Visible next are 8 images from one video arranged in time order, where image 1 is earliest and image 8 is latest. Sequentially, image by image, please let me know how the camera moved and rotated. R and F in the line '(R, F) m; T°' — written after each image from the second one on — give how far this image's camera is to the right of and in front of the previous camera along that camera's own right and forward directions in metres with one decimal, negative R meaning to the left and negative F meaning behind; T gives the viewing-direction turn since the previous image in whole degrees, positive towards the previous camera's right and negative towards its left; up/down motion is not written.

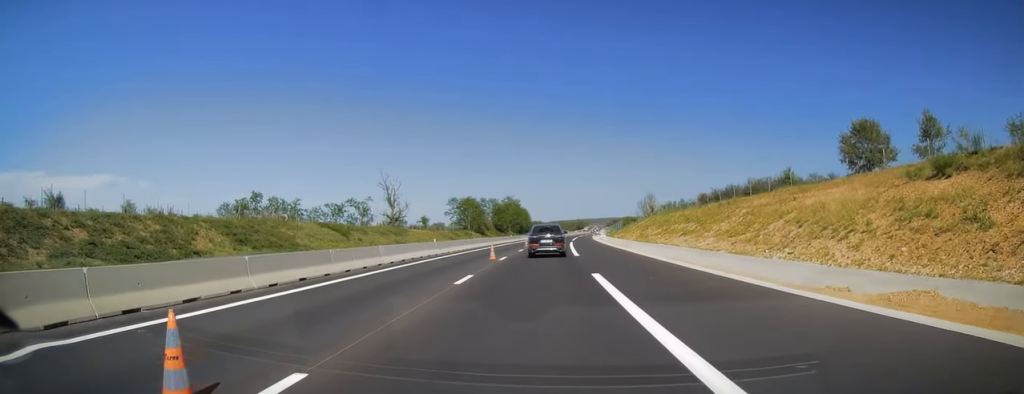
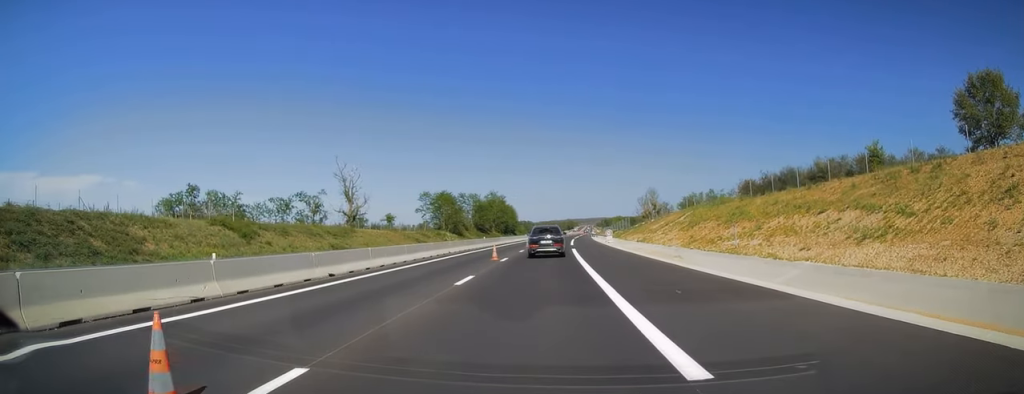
(+0.5, +25.3) m; +1°
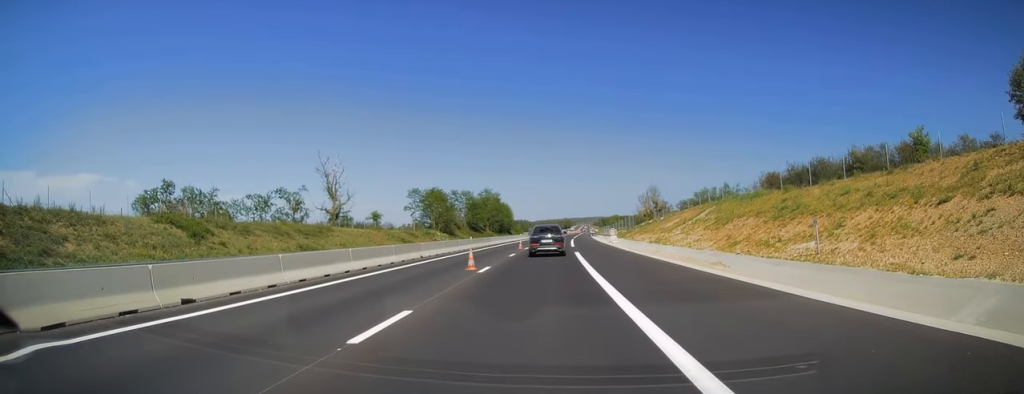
(-0.2, +8.4) m; 0°
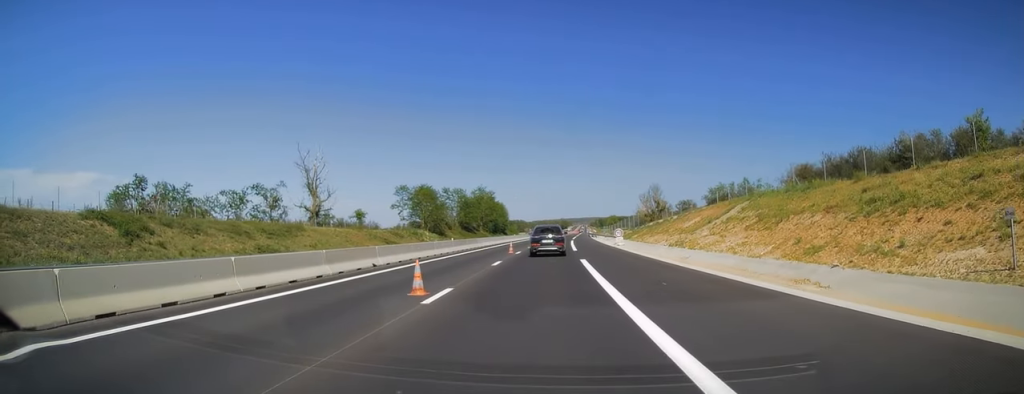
(+0.2, +8.7) m; 0°
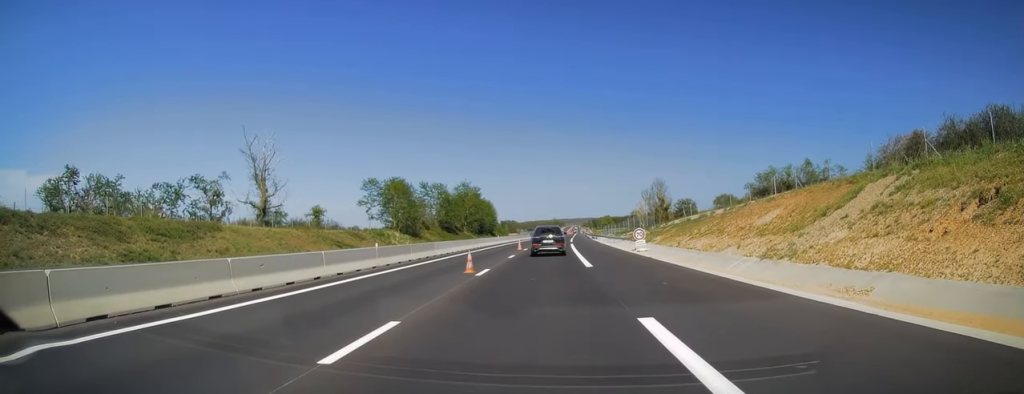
(+0.2, +18.3) m; +1°
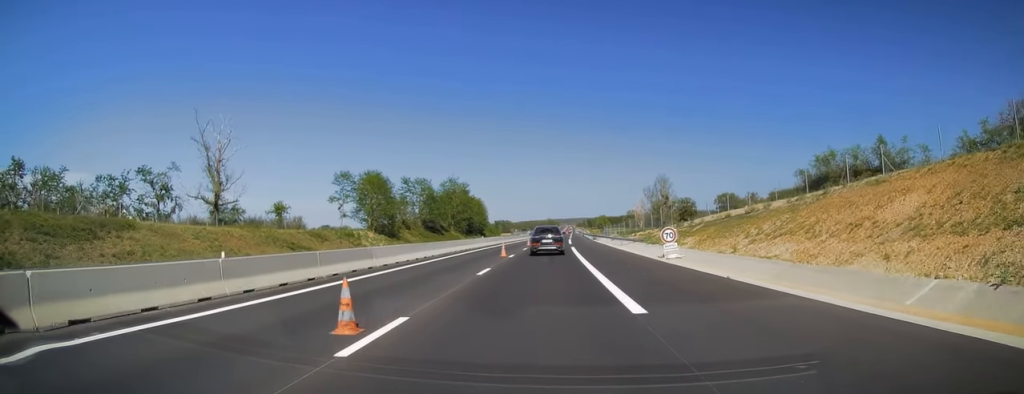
(0.0, +12.5) m; 0°
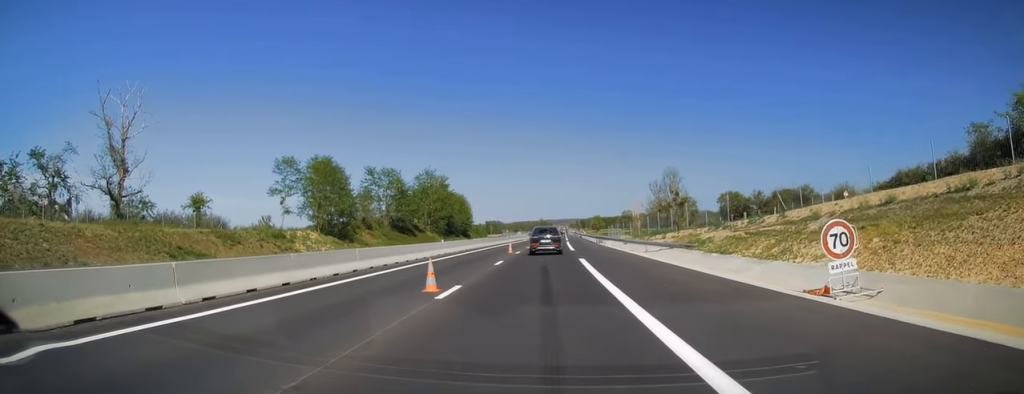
(+0.1, +20.0) m; +2°
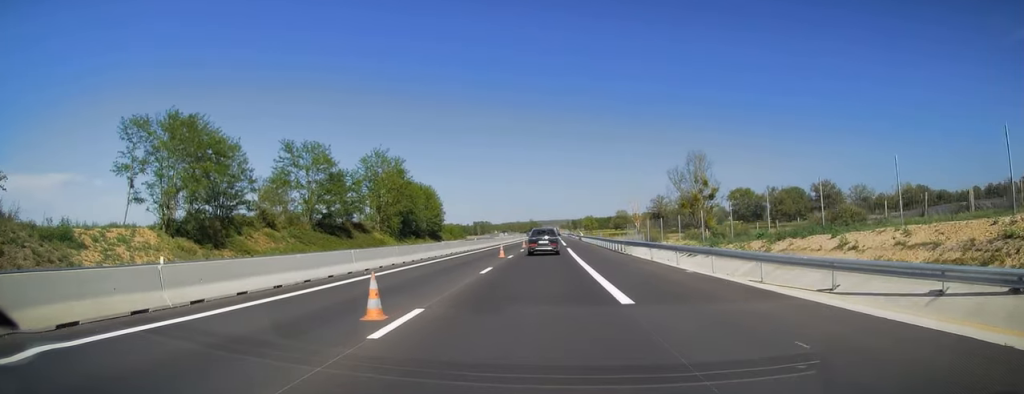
(+0.6, +30.4) m; 0°
